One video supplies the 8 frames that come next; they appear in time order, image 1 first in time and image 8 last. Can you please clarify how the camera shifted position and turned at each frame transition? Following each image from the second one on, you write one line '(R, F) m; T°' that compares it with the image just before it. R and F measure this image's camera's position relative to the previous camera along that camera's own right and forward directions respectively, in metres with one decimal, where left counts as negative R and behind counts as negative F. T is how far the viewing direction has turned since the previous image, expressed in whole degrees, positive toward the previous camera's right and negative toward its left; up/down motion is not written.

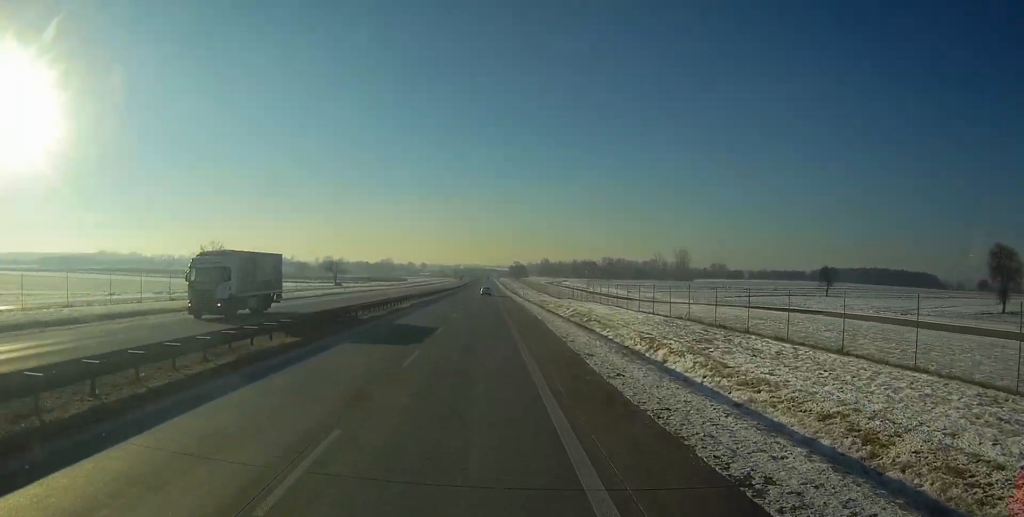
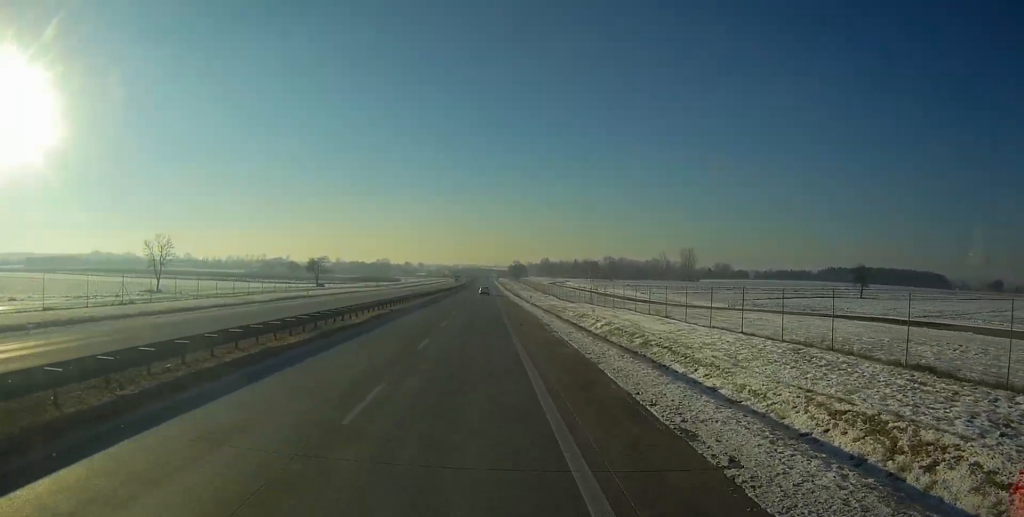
(0.0, +19.3) m; 0°
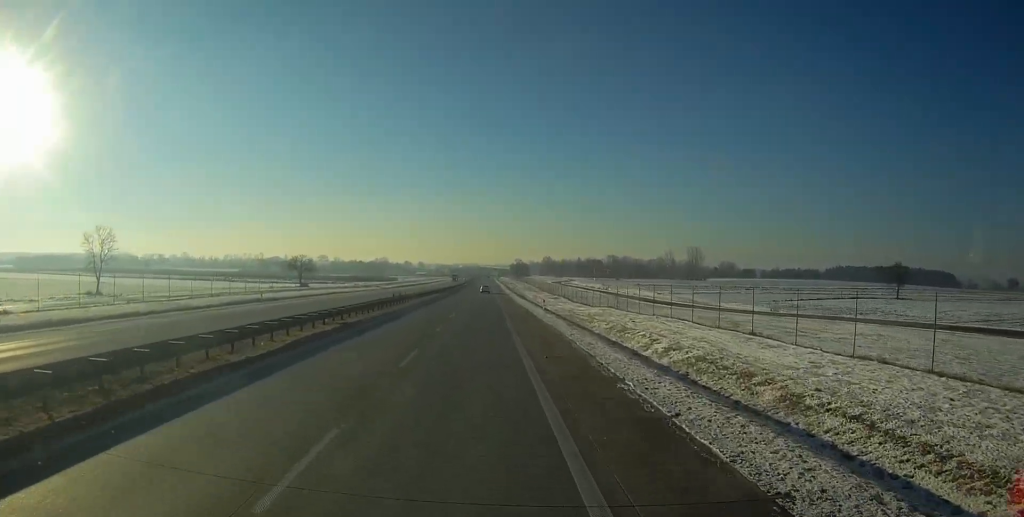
(0.0, +16.4) m; 0°
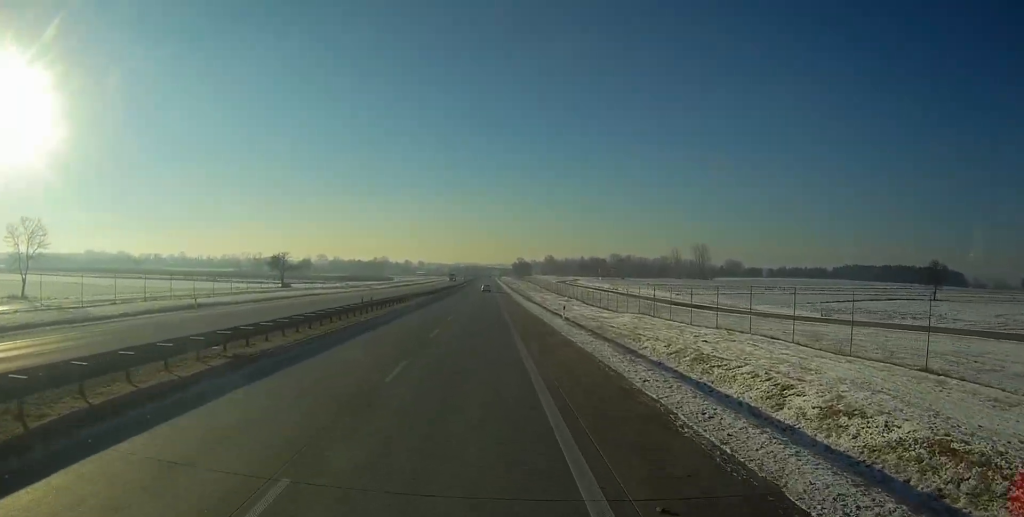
(0.0, +14.8) m; 0°
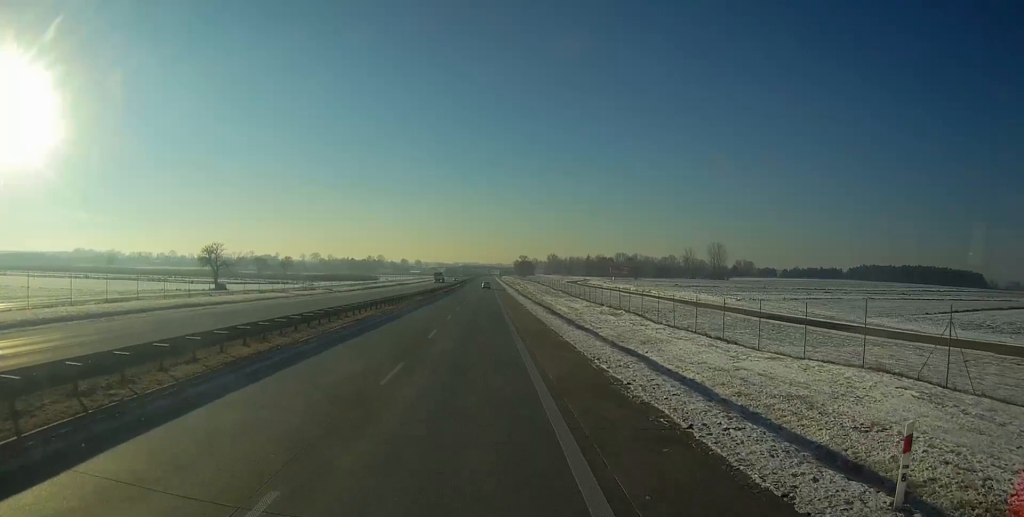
(0.0, +36.5) m; 0°
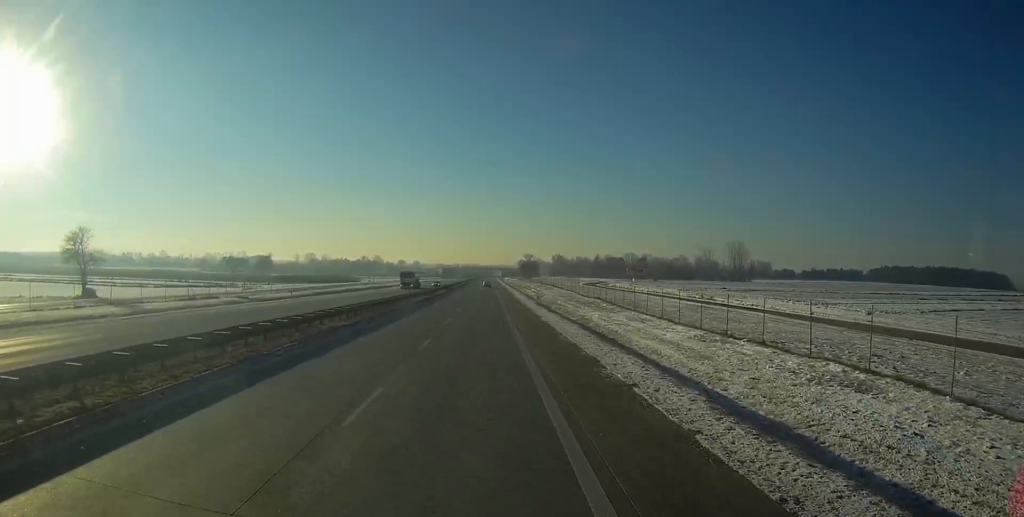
(+0.1, +40.4) m; 0°
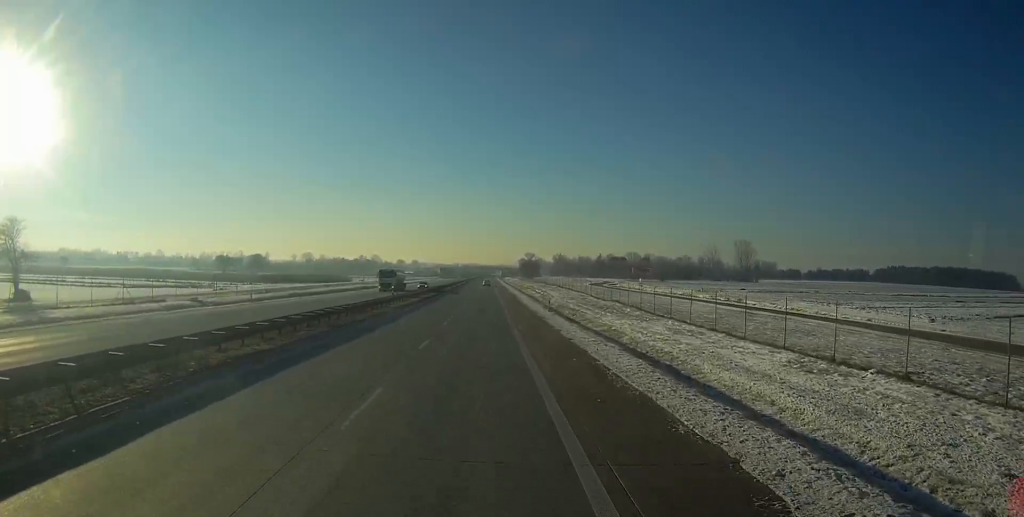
(0.0, +12.3) m; 0°
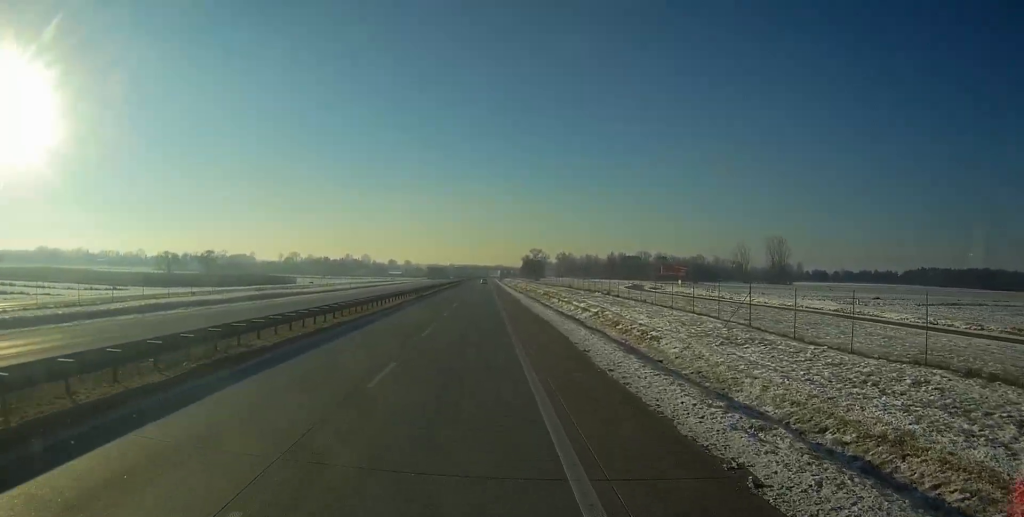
(0.0, +56.1) m; 0°
